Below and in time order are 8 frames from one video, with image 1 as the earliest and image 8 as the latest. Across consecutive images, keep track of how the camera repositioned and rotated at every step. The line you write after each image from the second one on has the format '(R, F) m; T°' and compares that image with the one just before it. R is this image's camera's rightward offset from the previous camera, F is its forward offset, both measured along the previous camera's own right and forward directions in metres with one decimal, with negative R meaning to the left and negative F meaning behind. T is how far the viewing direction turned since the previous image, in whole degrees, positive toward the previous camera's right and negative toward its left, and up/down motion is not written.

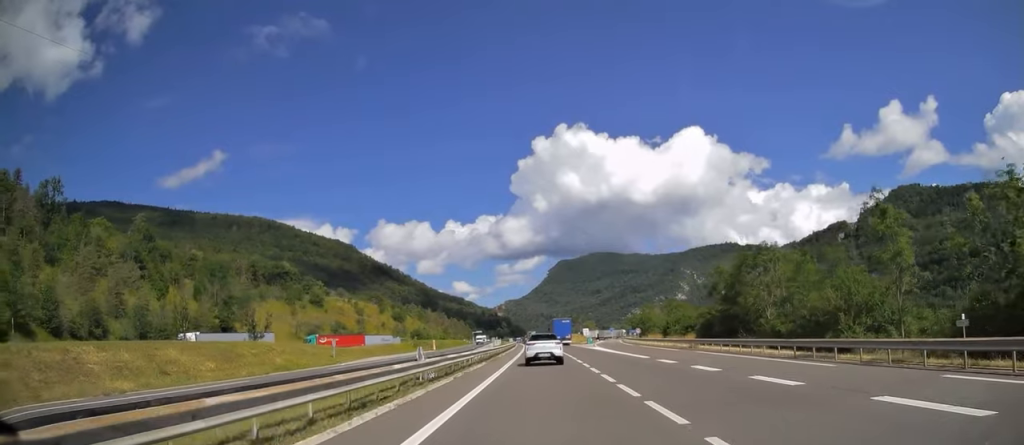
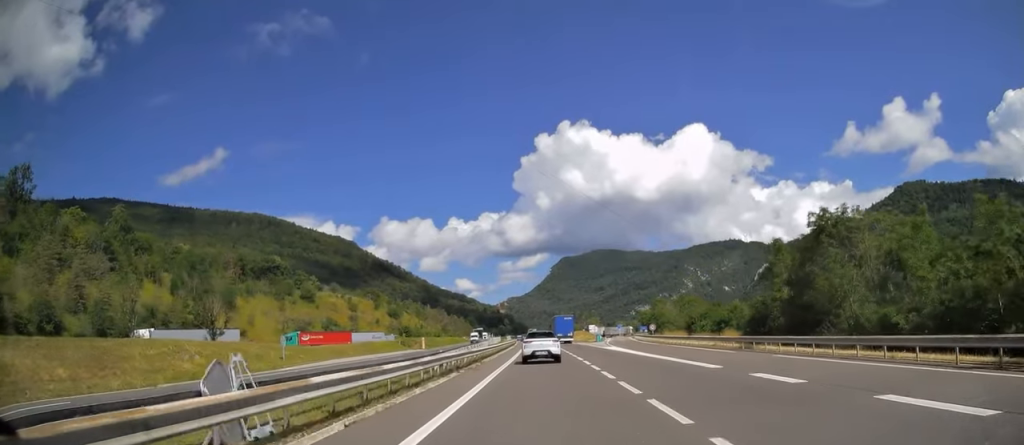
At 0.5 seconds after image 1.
(+0.1, +13.1) m; 0°
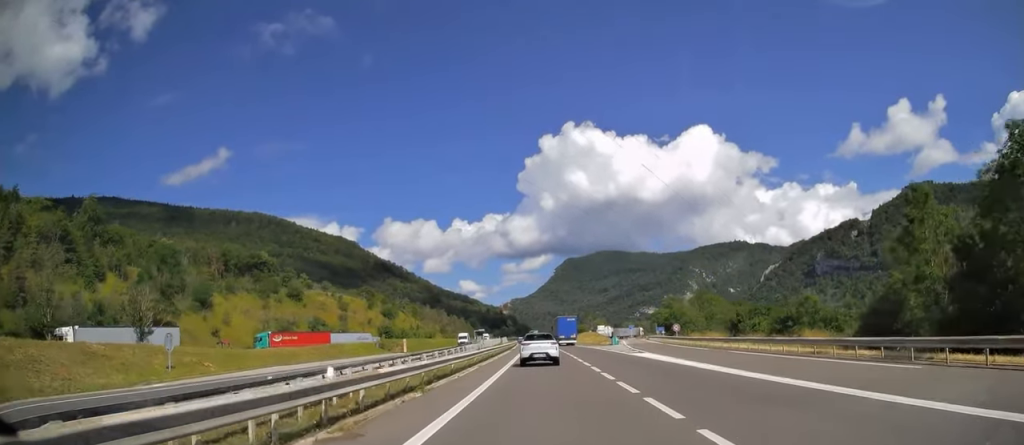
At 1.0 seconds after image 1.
(-0.1, +16.8) m; 0°
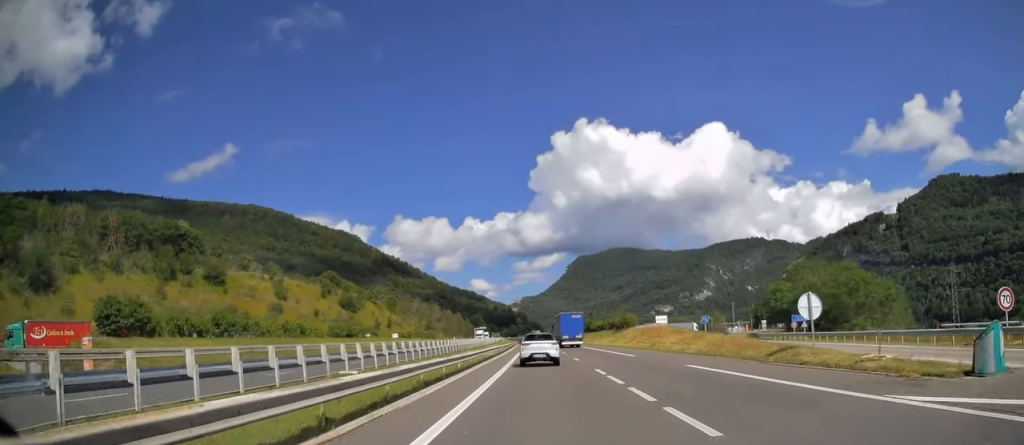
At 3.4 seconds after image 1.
(-0.7, +67.1) m; -1°
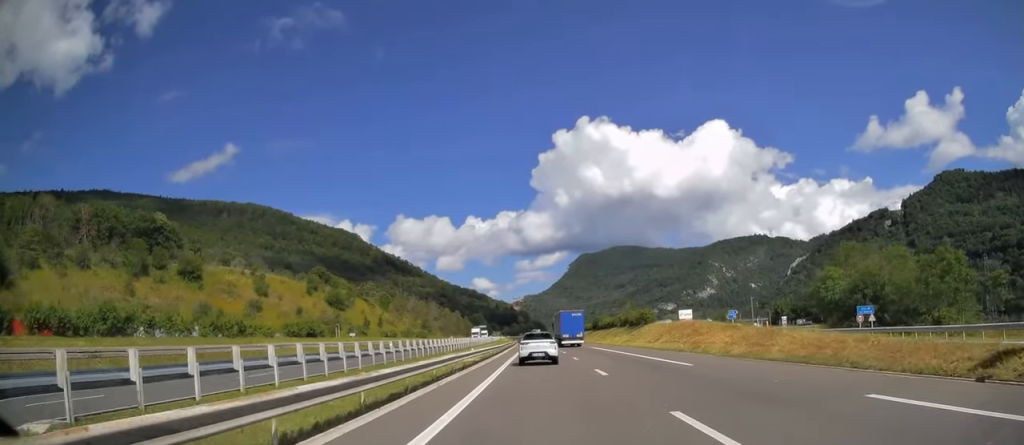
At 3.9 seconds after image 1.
(0.0, +13.8) m; 0°
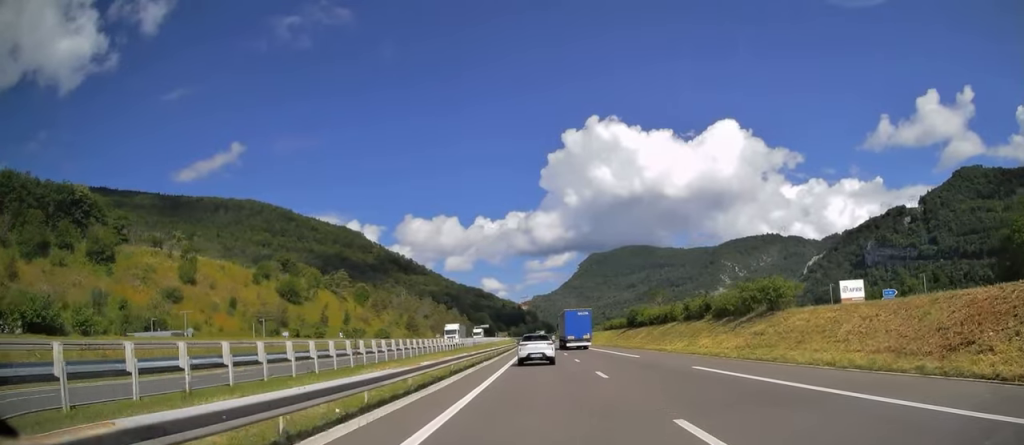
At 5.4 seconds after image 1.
(-0.3, +40.0) m; -2°
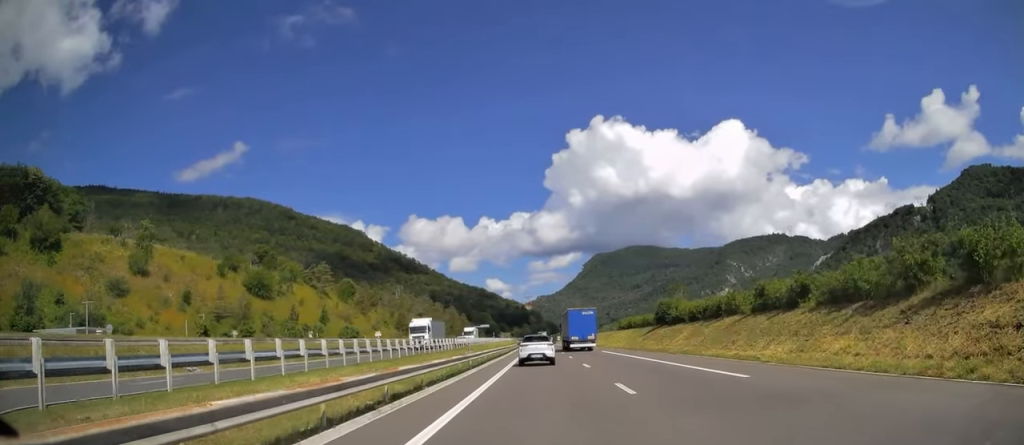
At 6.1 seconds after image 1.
(-0.2, +18.4) m; 0°
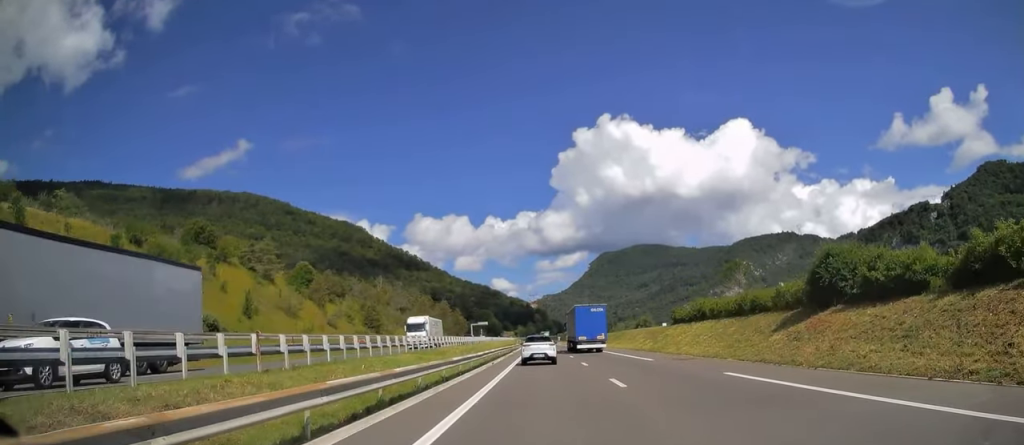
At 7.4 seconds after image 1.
(0.0, +36.6) m; 0°
